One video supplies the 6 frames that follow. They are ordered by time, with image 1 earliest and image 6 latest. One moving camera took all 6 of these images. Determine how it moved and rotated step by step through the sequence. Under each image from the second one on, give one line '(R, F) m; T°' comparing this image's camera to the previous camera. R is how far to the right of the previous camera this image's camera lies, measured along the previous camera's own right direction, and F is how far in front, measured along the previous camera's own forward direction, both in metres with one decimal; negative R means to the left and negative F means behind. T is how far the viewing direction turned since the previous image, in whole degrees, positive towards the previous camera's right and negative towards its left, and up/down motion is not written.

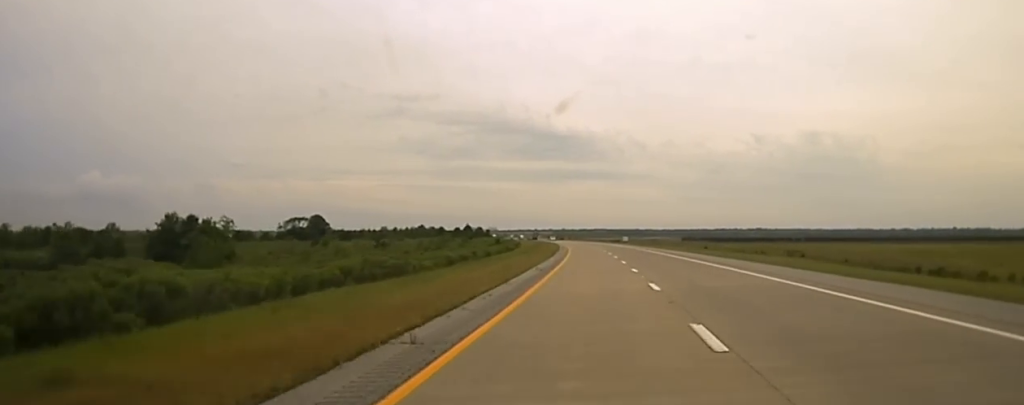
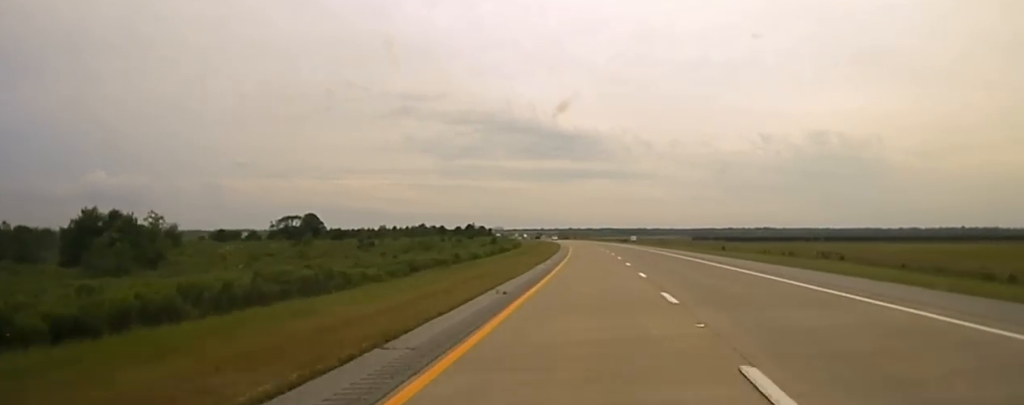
(-0.2, +18.9) m; -1°
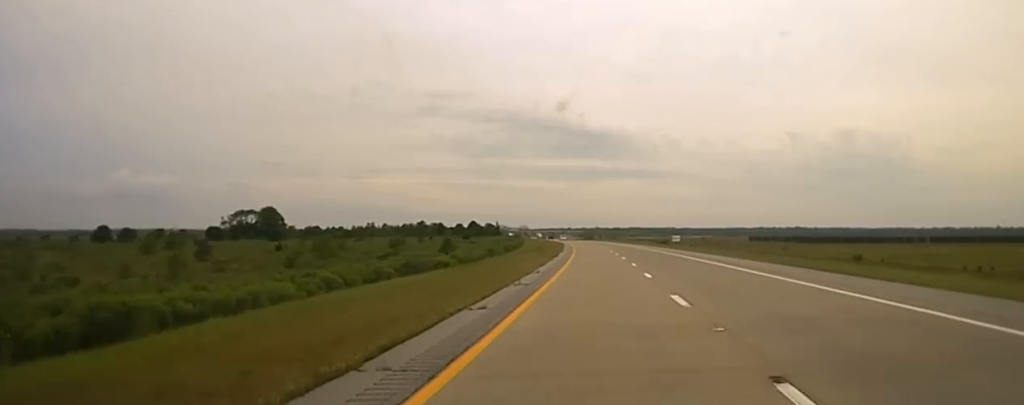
(-1.0, +64.1) m; -1°
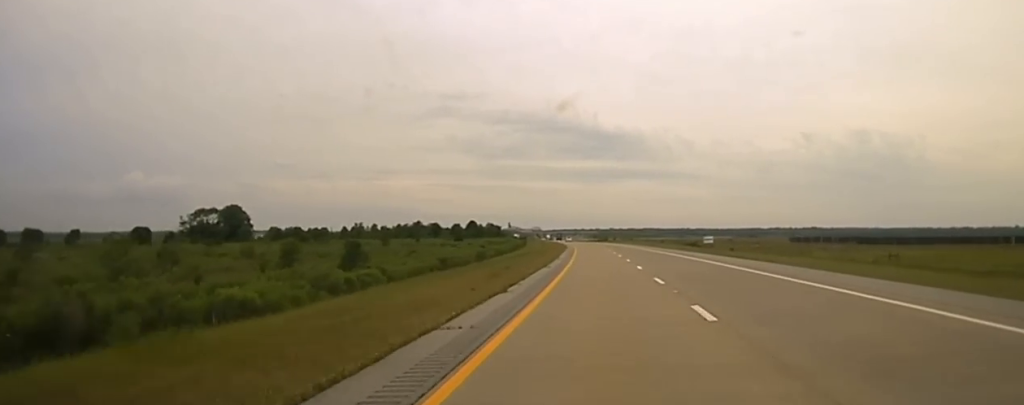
(0.0, +31.6) m; 0°
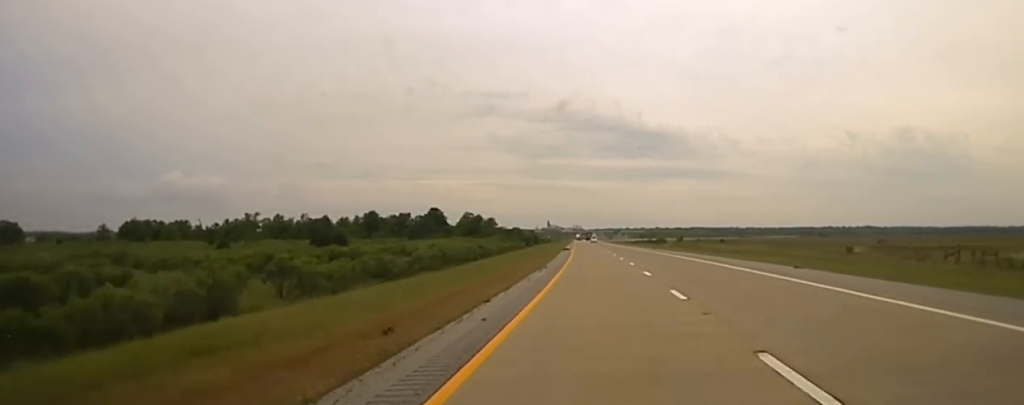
(-4.8, +149.4) m; -3°
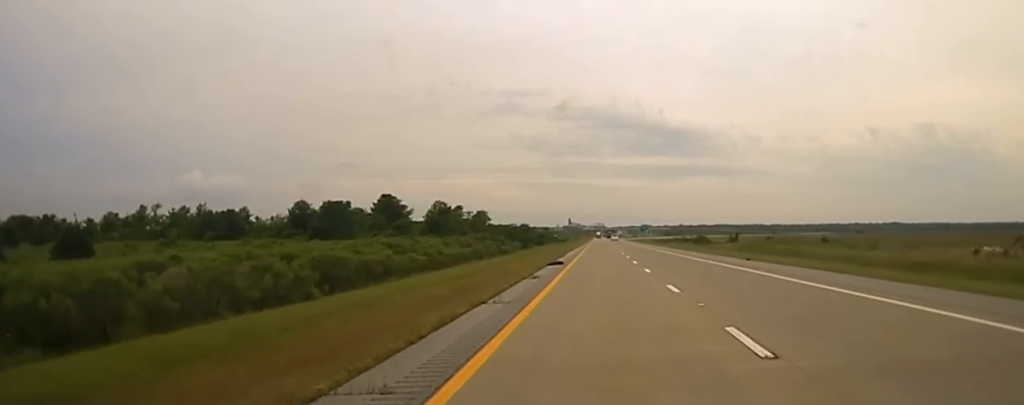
(-0.9, +65.8) m; -1°
